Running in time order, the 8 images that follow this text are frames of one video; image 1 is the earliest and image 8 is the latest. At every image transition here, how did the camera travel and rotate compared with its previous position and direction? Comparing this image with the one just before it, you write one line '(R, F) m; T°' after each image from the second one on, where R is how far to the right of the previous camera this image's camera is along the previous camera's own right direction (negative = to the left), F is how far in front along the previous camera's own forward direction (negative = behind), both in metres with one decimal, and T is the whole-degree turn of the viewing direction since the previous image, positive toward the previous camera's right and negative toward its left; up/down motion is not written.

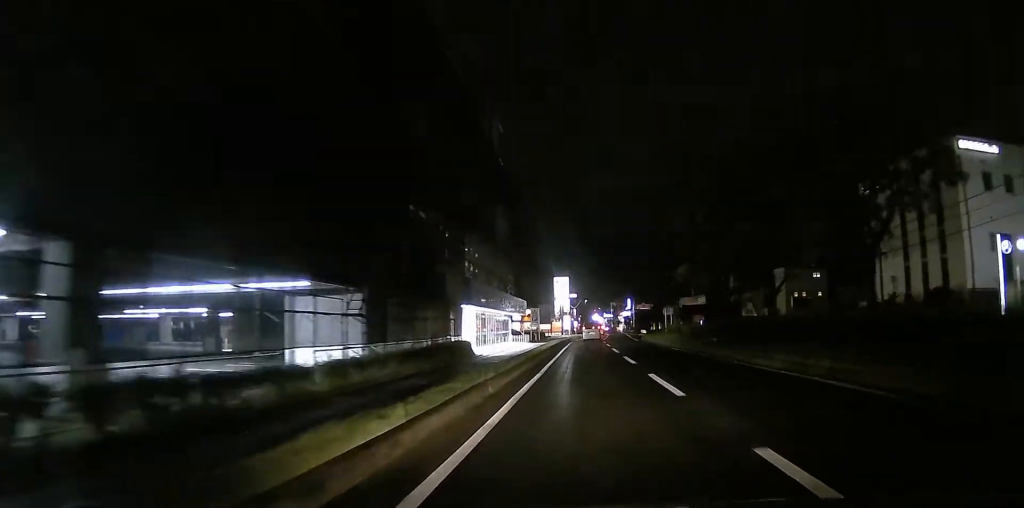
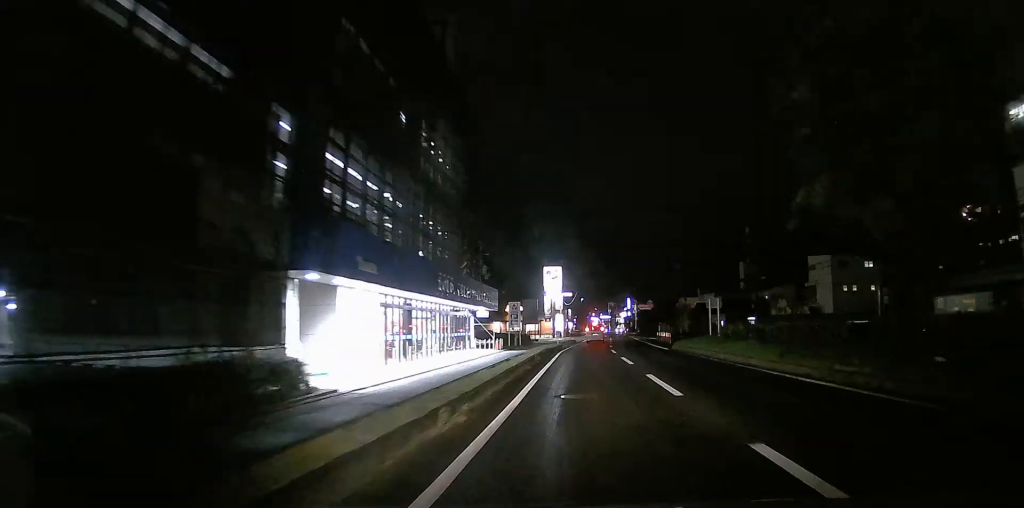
(0.0, +19.3) m; 0°
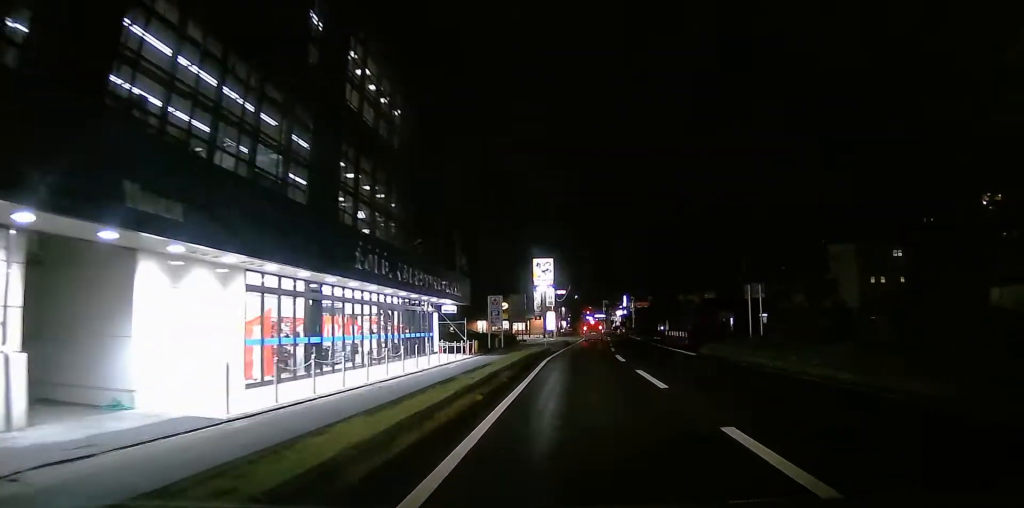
(0.0, +9.2) m; 0°
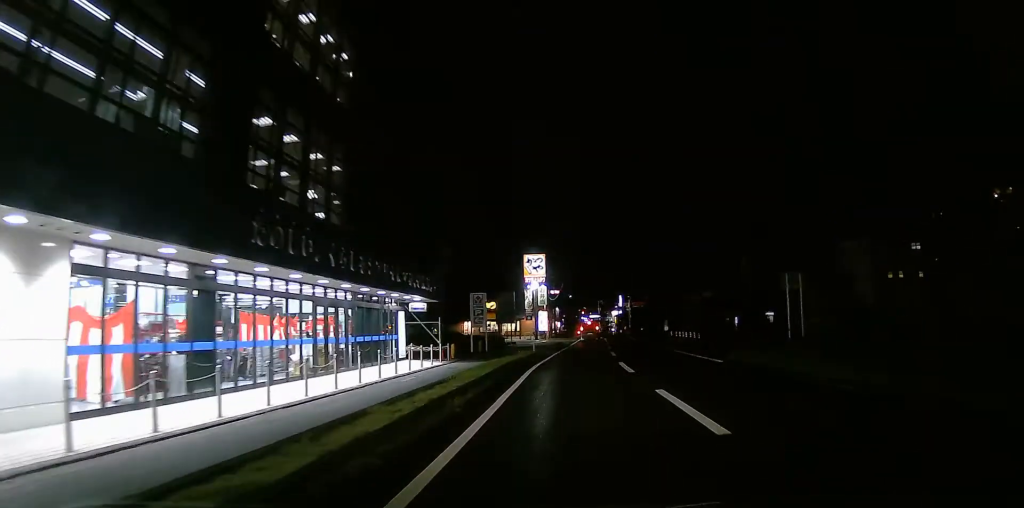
(0.0, +5.5) m; 0°
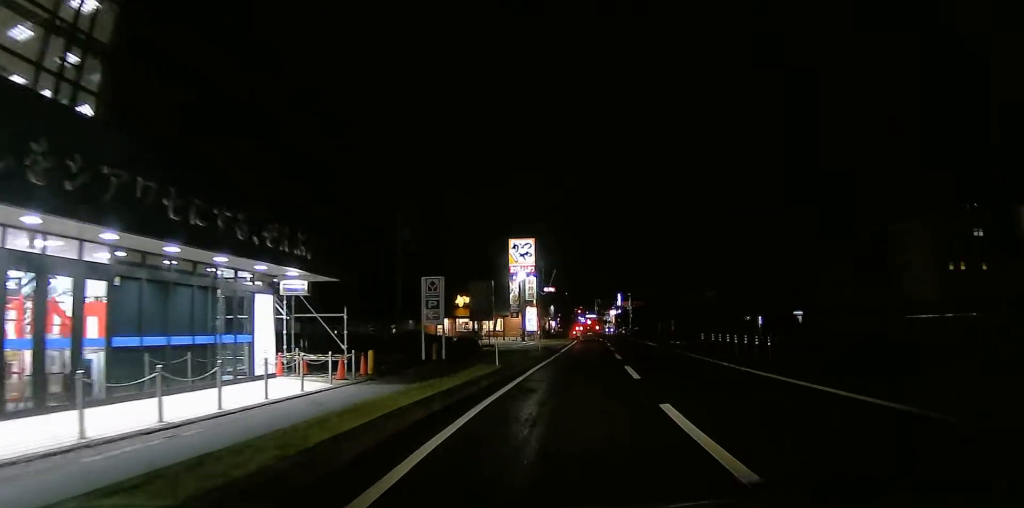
(0.0, +12.4) m; 0°
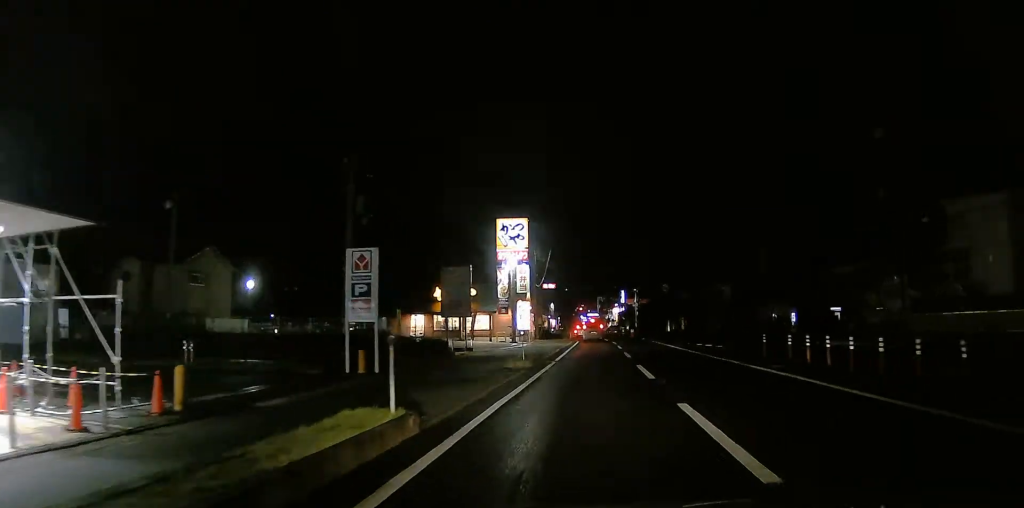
(0.0, +10.4) m; 0°
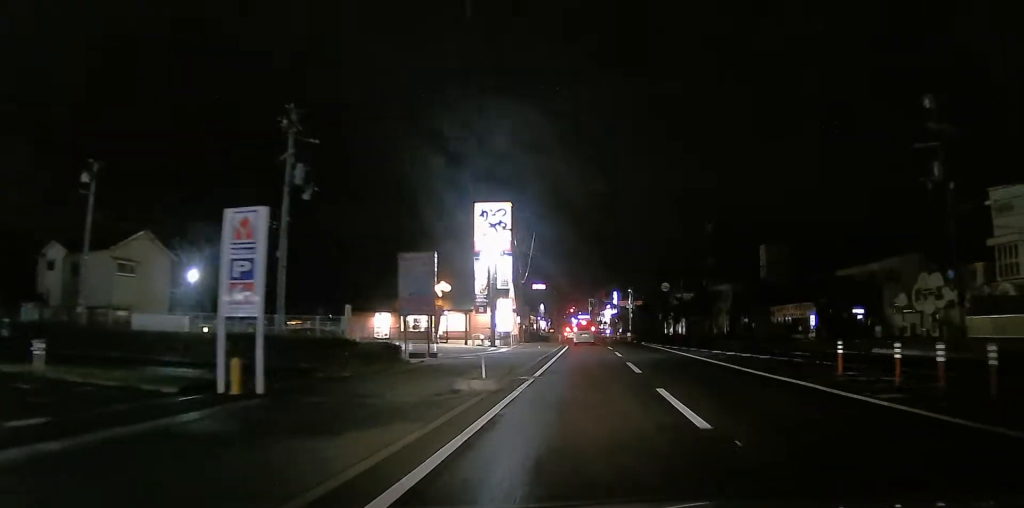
(0.0, +7.1) m; 0°
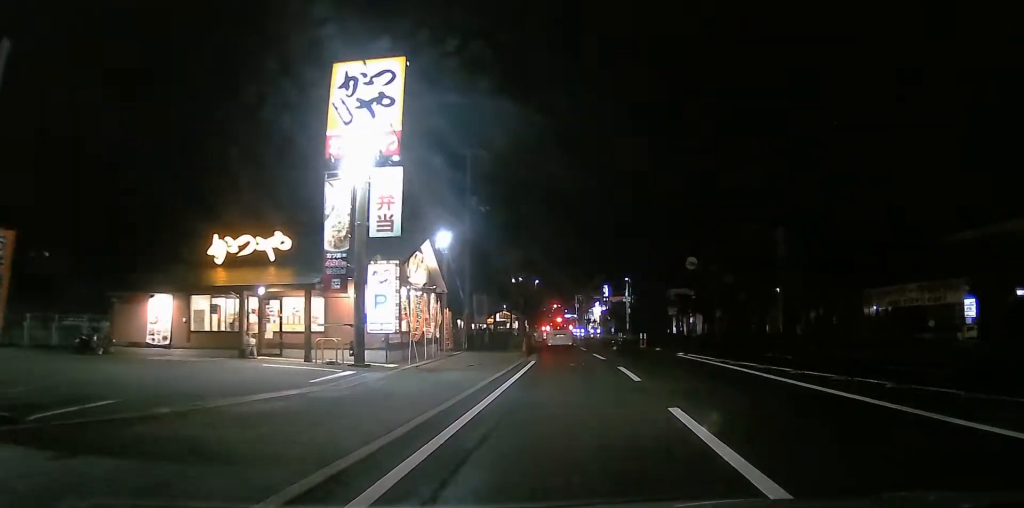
(+0.7, +24.1) m; +5°
